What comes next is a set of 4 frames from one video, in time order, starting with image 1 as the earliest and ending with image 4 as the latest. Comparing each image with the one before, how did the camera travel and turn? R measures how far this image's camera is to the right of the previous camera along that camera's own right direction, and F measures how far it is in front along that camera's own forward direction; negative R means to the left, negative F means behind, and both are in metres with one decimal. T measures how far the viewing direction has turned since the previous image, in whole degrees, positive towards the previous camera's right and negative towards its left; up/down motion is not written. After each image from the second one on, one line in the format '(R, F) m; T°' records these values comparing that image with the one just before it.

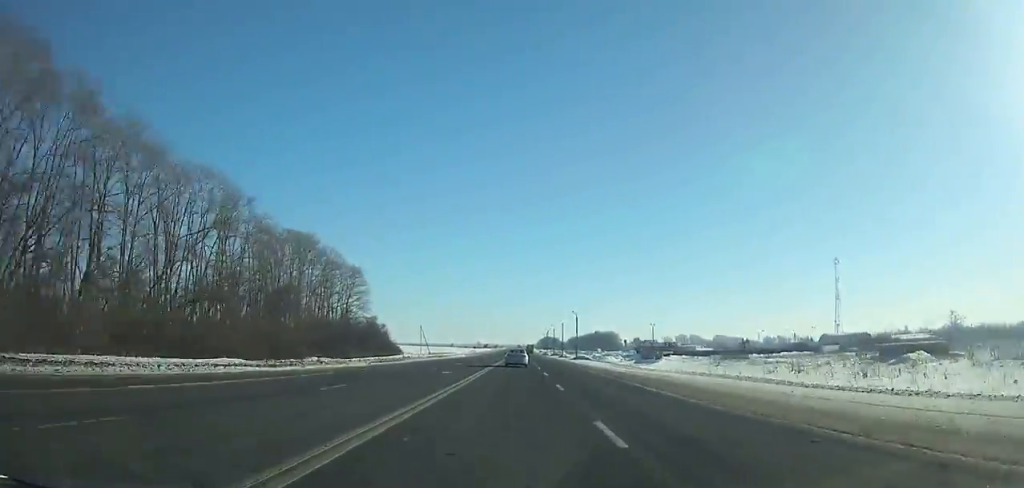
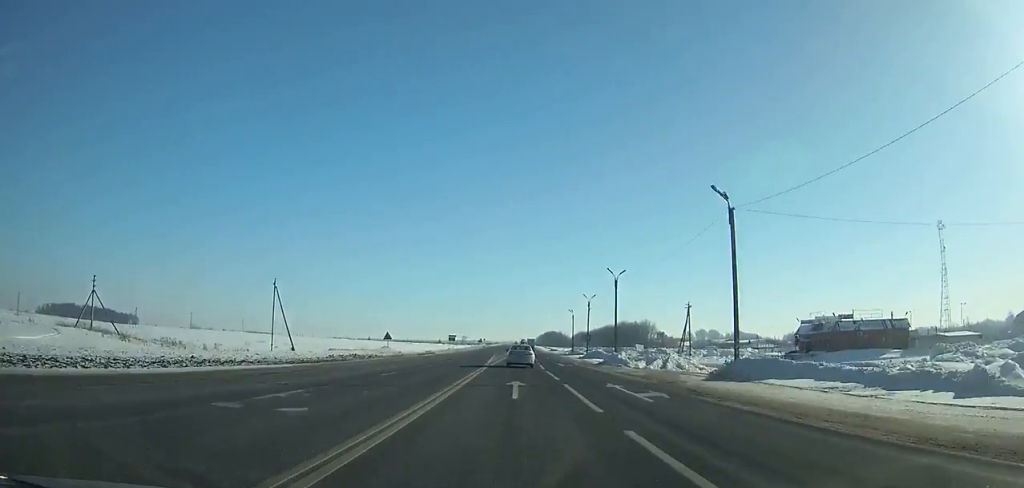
(+0.3, +131.8) m; 0°
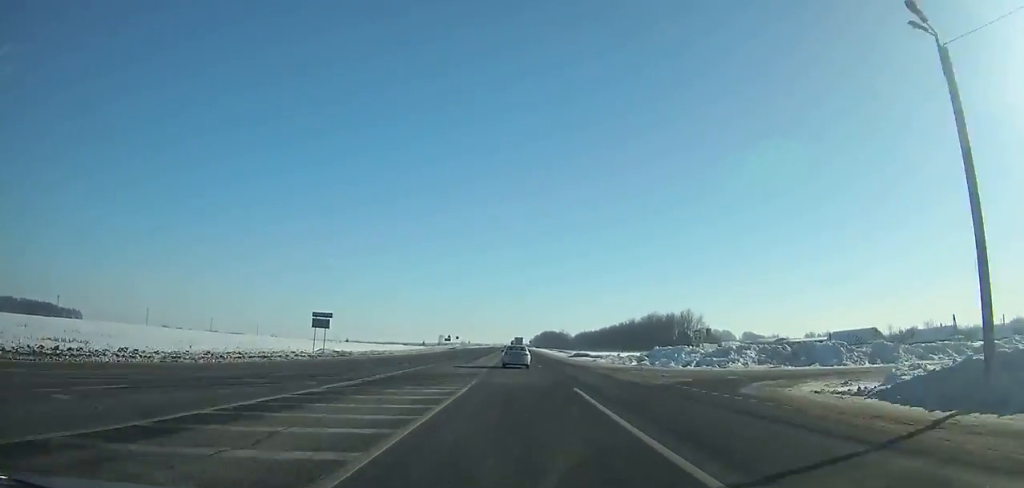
(+0.2, +99.3) m; 0°
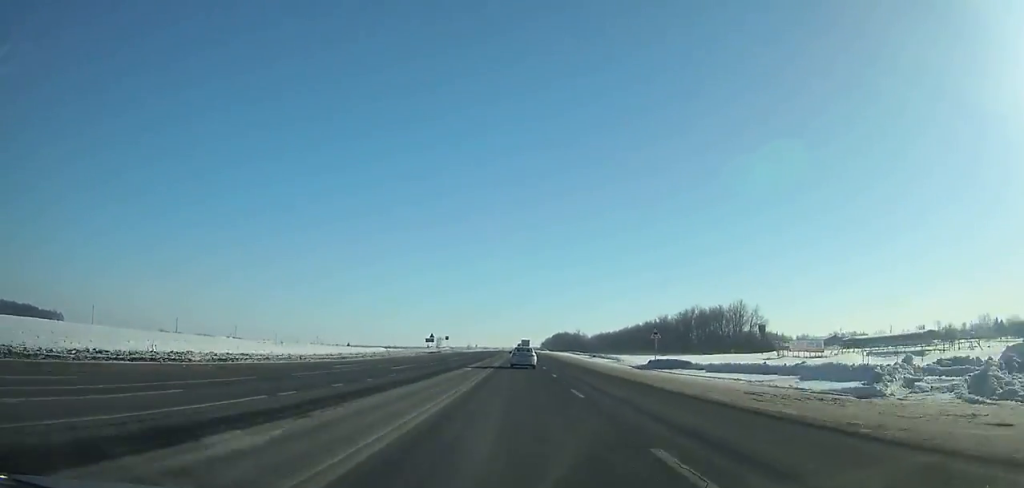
(-0.2, +49.5) m; 0°
